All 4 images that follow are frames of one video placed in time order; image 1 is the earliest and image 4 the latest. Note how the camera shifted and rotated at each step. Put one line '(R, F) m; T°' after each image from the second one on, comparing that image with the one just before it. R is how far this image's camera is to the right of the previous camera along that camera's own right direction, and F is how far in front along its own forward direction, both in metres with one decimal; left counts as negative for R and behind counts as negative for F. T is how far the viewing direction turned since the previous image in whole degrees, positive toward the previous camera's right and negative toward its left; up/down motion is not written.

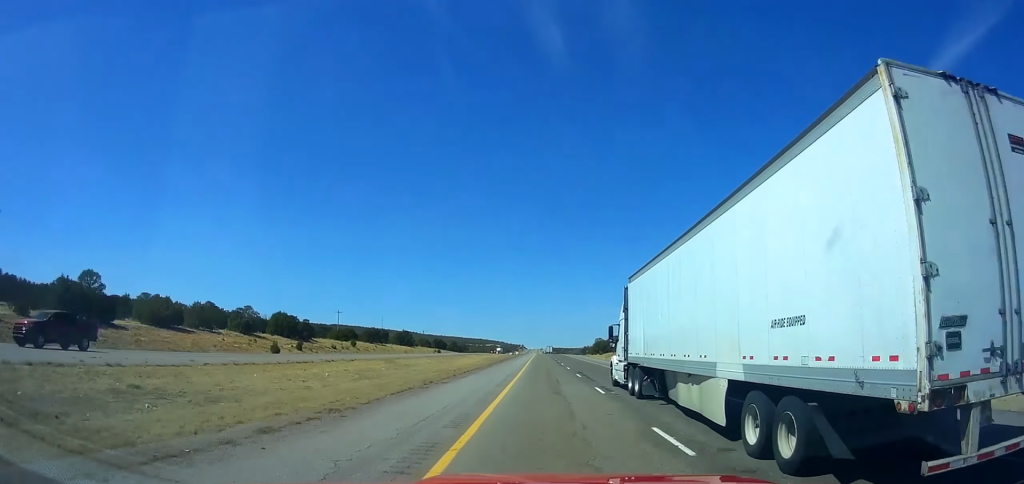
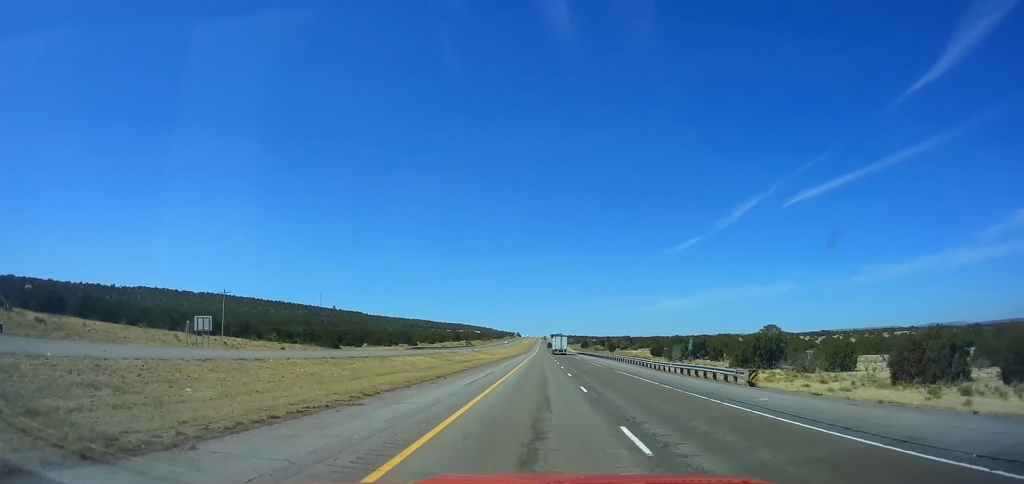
(+2.8, +550.2) m; 0°
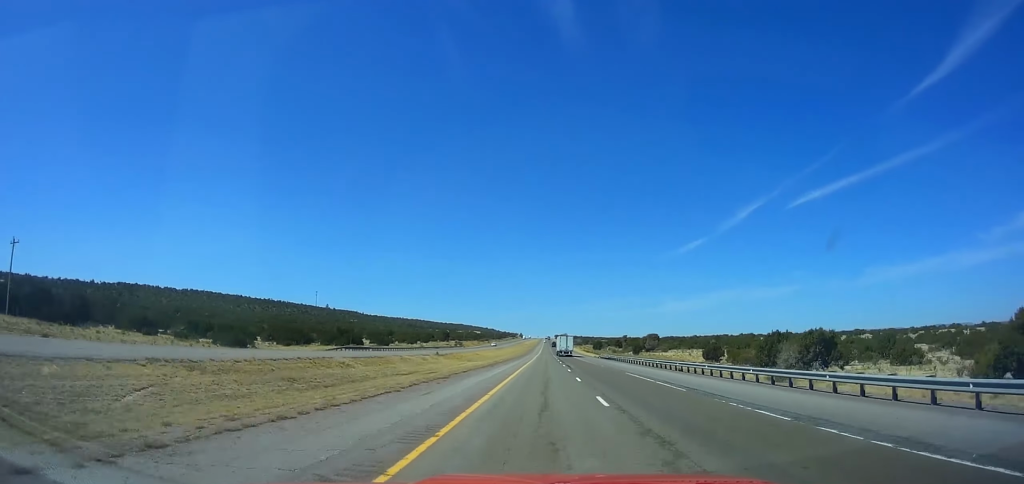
(+0.1, +53.2) m; 0°
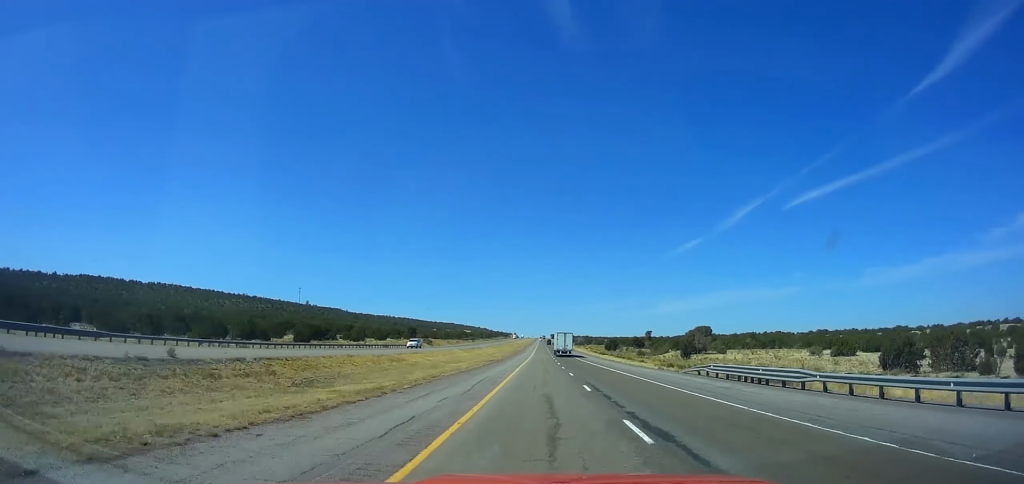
(+0.1, +67.5) m; 0°
